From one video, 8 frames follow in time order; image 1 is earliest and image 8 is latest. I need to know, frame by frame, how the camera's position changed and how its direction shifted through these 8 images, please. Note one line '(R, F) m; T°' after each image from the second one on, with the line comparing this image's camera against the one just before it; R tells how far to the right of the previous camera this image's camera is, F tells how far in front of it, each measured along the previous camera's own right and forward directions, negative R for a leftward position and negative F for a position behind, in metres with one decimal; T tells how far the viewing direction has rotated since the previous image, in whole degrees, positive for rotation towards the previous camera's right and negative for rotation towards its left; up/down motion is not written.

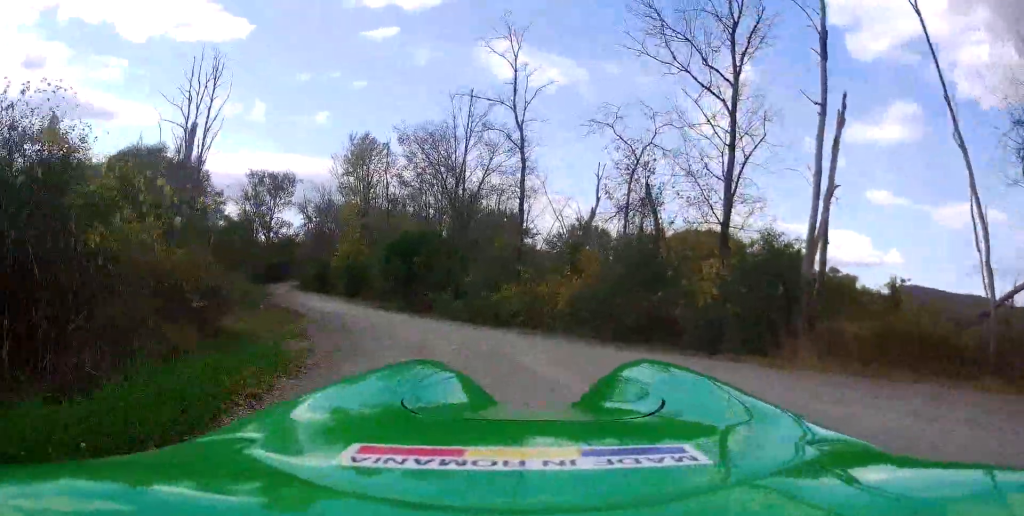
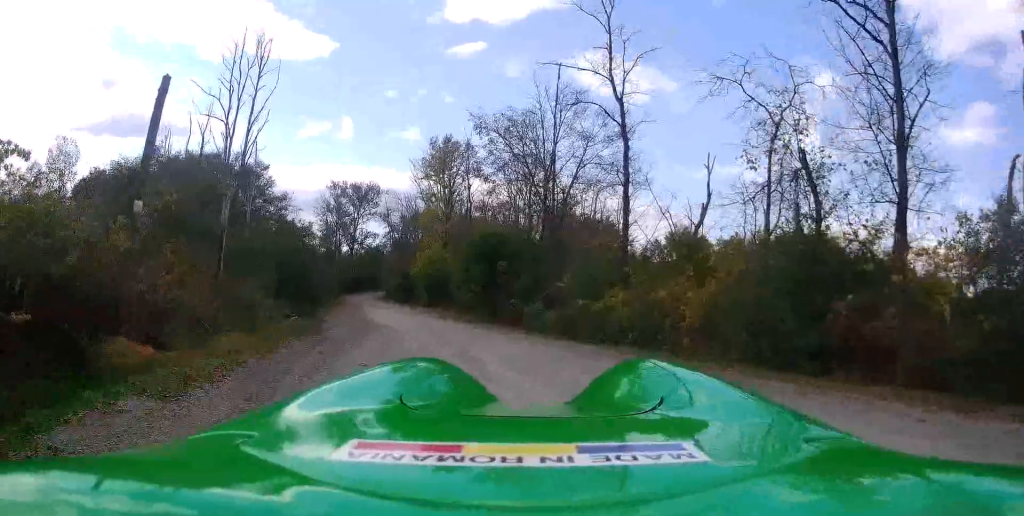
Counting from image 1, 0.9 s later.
(-2.3, +5.4) m; -18°
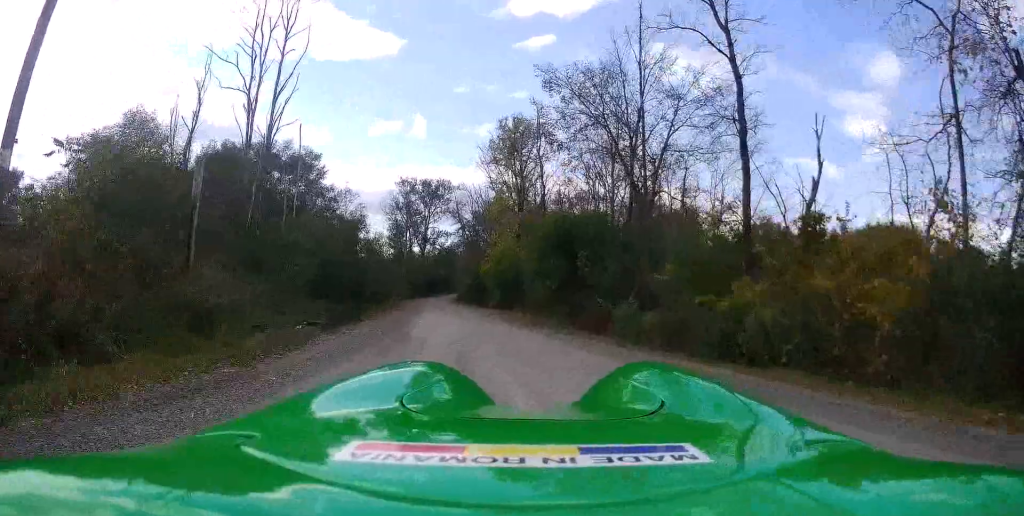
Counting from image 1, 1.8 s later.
(0.0, +5.3) m; +15°
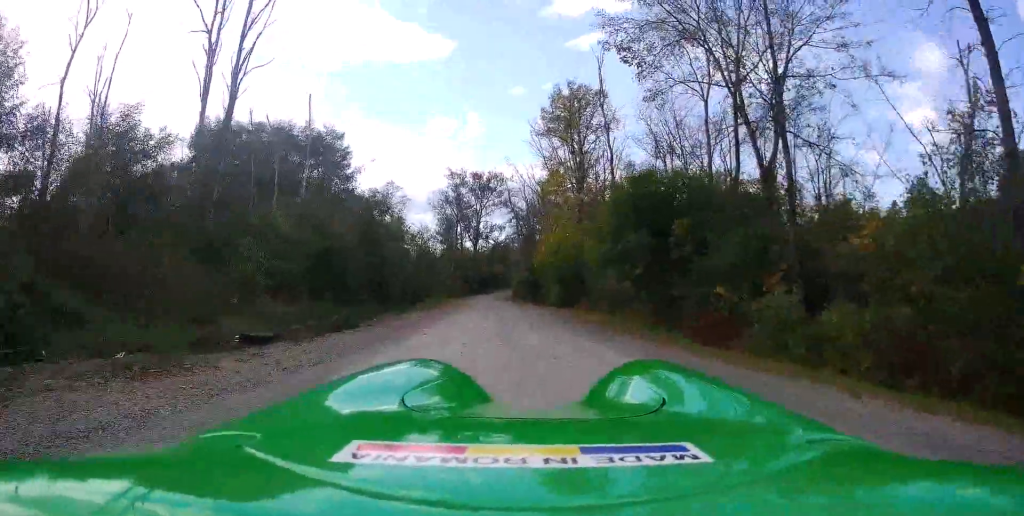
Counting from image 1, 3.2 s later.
(+3.0, +8.3) m; +23°
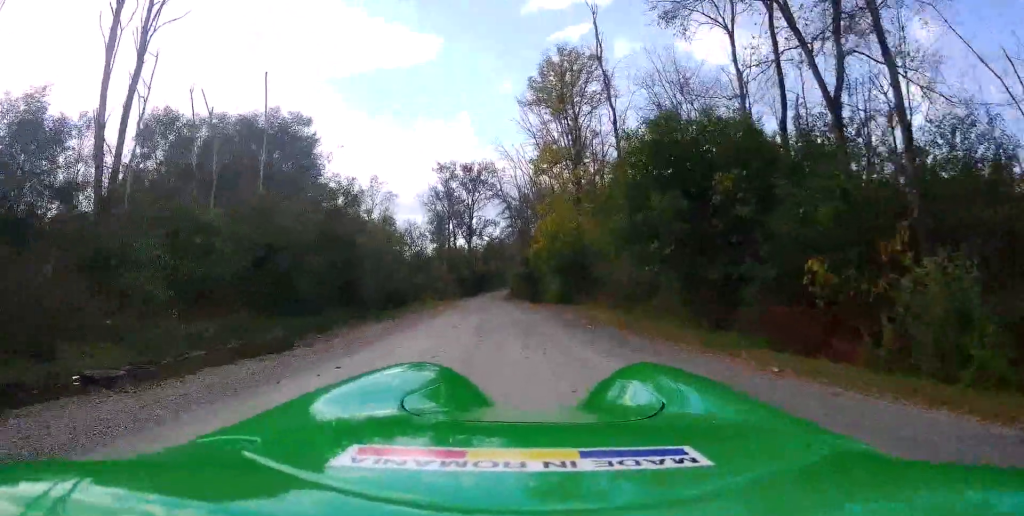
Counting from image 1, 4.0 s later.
(-0.5, +4.2) m; -21°
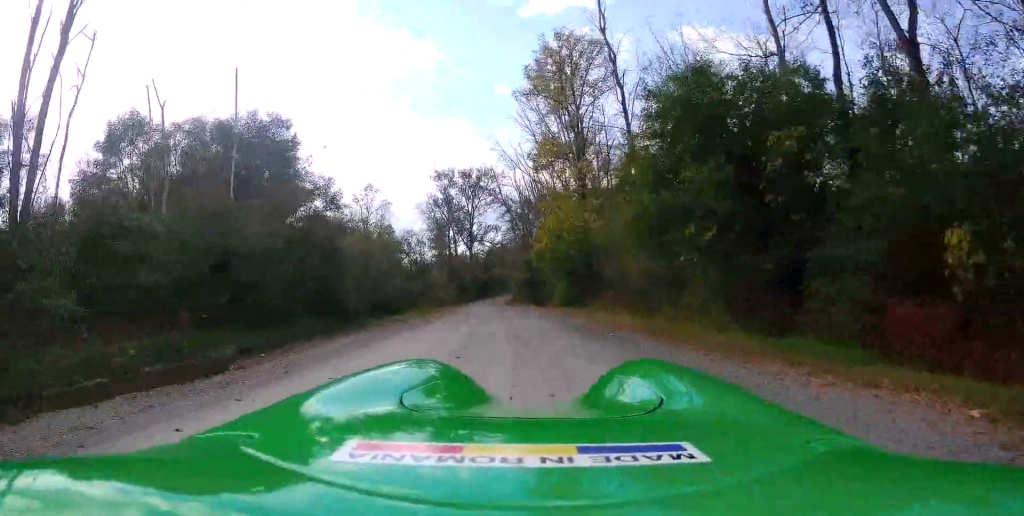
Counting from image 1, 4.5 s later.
(-0.6, +3.6) m; -10°
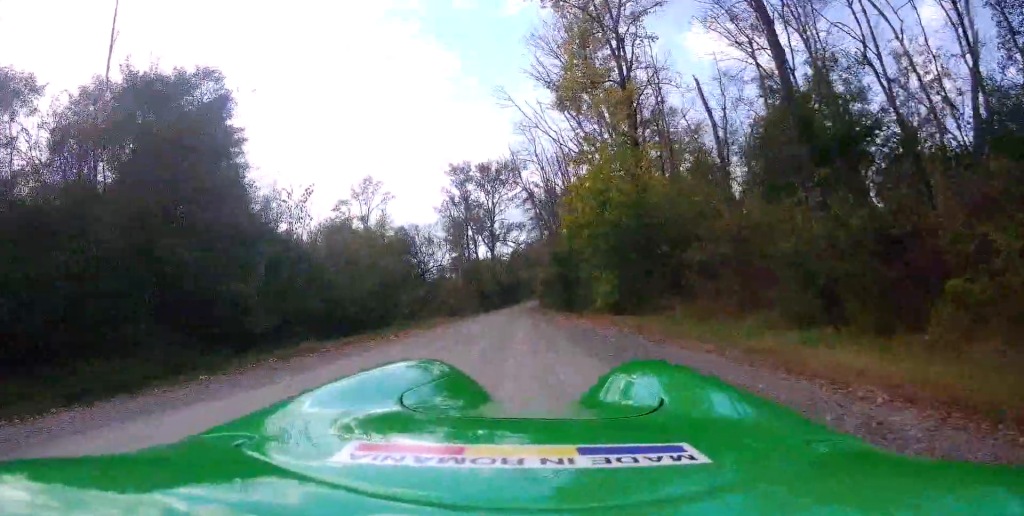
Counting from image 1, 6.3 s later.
(-2.6, +13.6) m; -13°
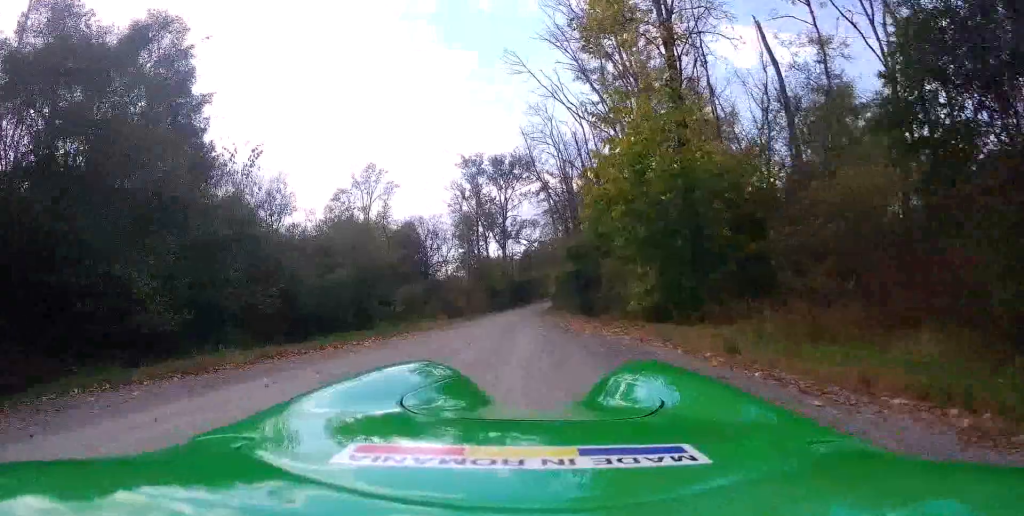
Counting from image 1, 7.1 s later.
(0.0, +5.8) m; 0°
